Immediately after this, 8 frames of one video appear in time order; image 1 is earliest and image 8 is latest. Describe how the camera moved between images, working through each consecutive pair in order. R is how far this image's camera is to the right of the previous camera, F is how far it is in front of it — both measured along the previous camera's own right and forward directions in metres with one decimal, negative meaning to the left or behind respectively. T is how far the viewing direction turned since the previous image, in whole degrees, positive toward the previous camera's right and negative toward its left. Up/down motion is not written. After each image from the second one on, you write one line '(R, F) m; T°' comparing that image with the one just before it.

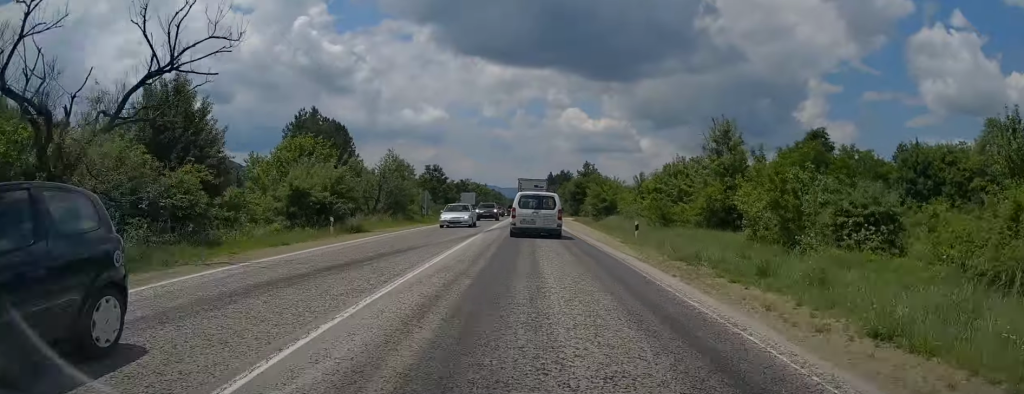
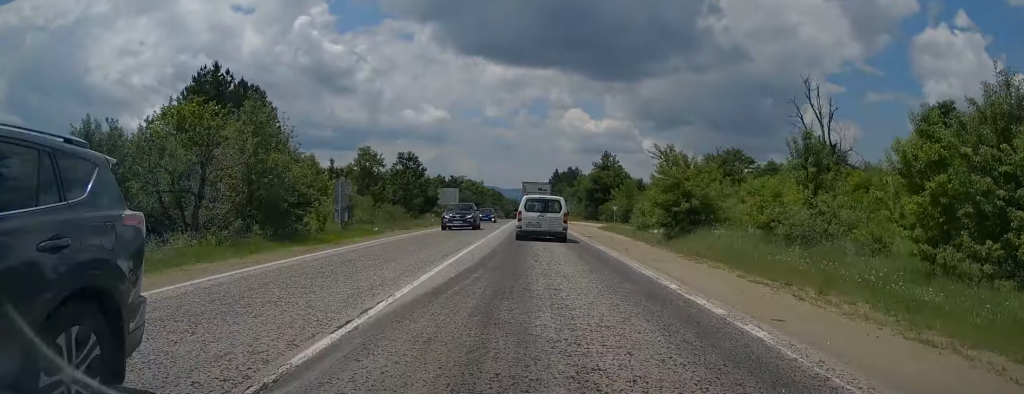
(0.0, +24.4) m; 0°
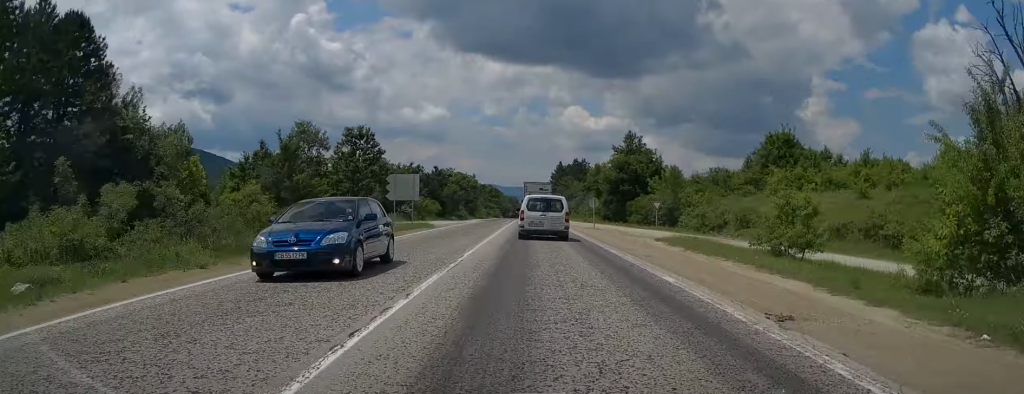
(0.0, +23.1) m; -1°
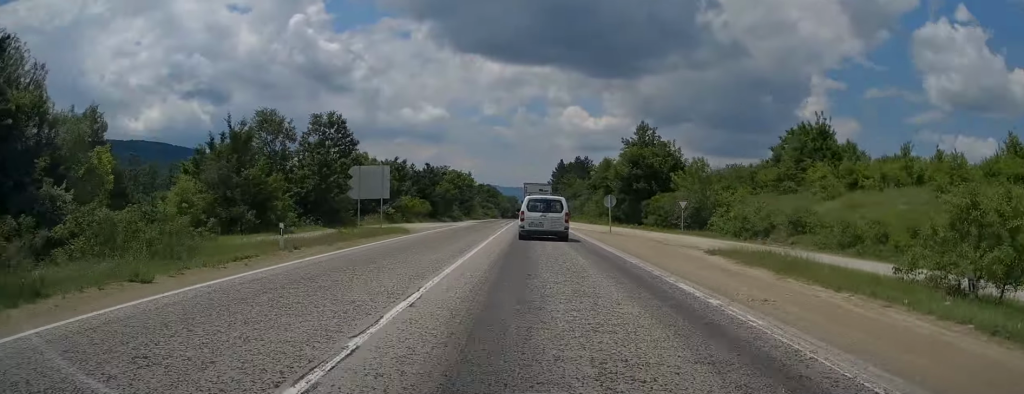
(0.0, +8.4) m; 0°
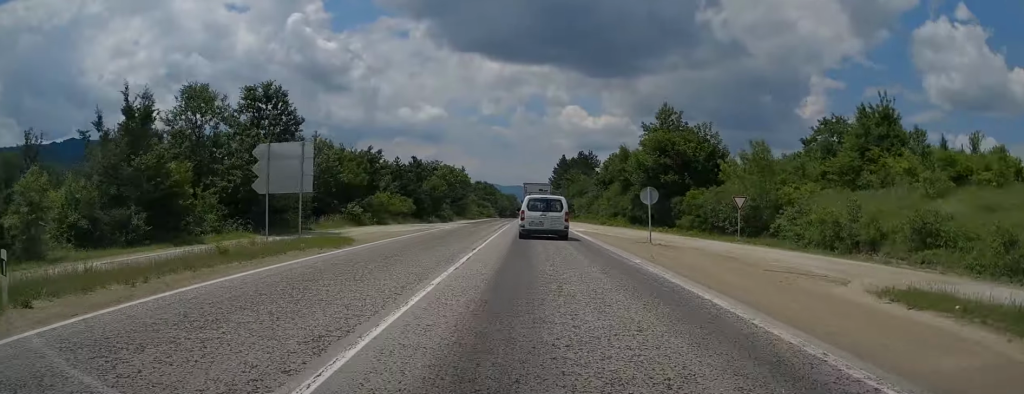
(-0.2, +11.2) m; 0°
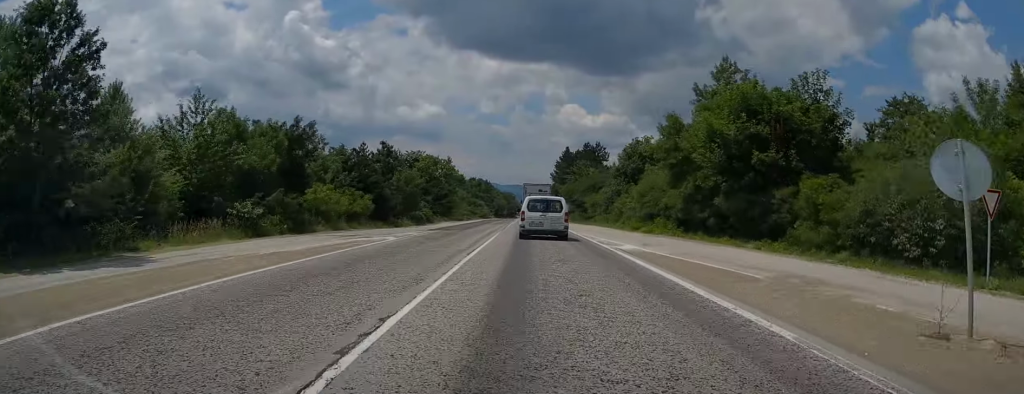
(+0.1, +17.6) m; 0°
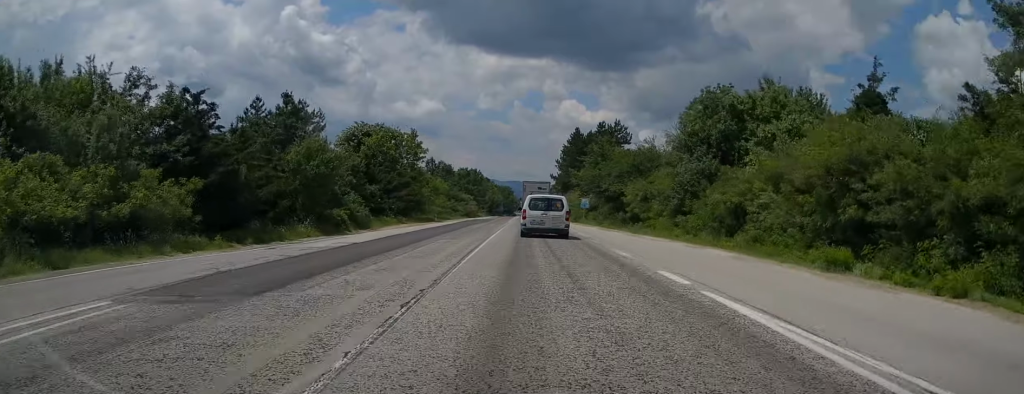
(-0.1, +28.1) m; 0°
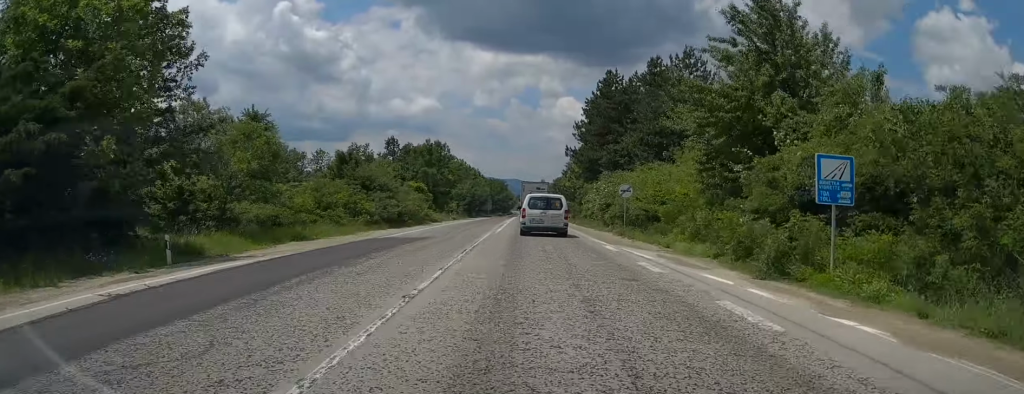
(+1.0, +46.6) m; 0°
